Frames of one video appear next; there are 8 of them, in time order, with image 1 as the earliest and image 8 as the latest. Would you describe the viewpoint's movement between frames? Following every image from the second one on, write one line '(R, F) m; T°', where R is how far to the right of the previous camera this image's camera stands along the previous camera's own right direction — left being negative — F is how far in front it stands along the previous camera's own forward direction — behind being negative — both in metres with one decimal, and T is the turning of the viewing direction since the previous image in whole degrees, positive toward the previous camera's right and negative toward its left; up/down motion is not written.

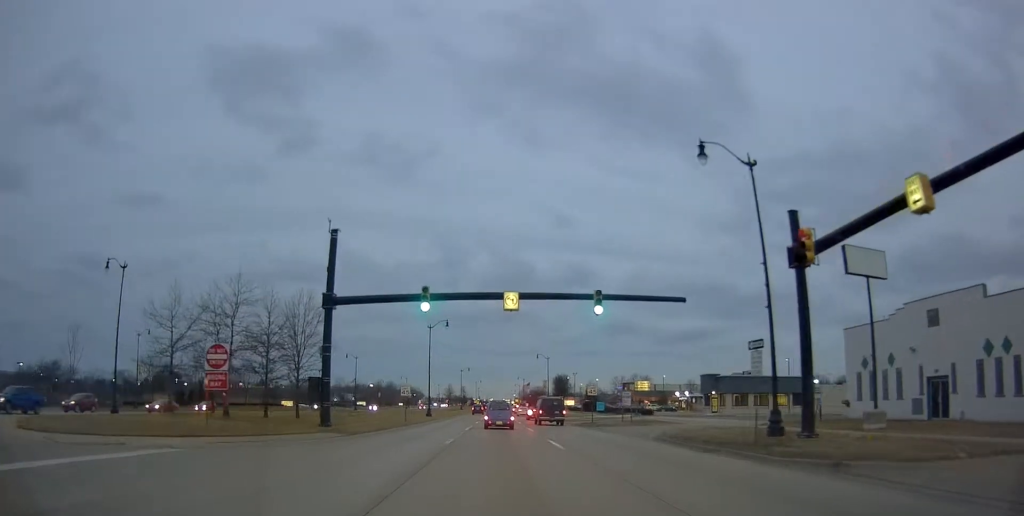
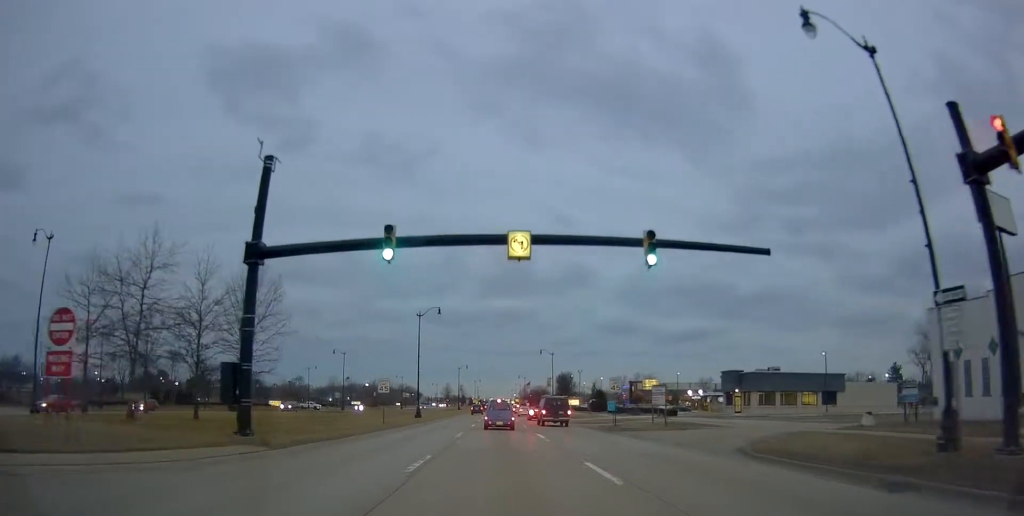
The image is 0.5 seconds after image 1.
(+0.1, +8.8) m; +1°
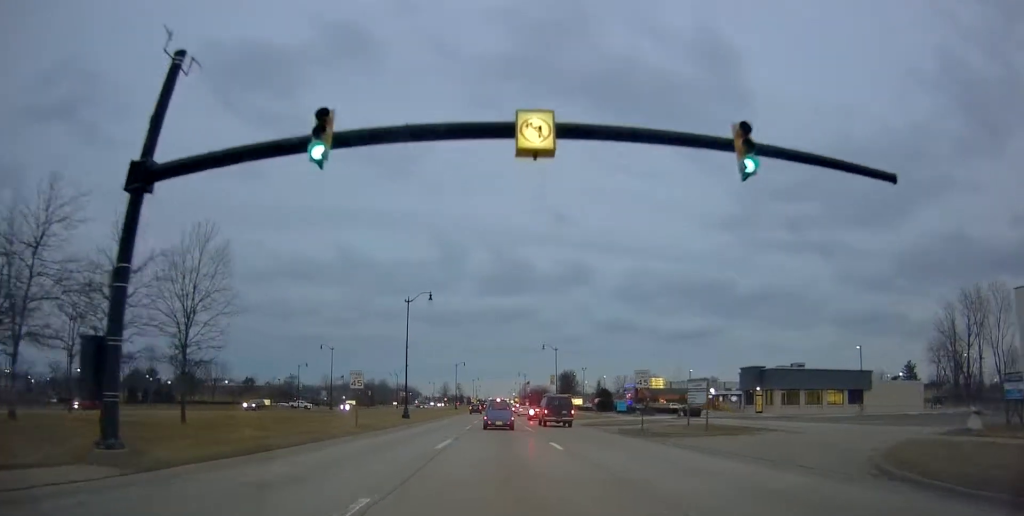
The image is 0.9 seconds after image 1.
(0.0, +6.9) m; -1°
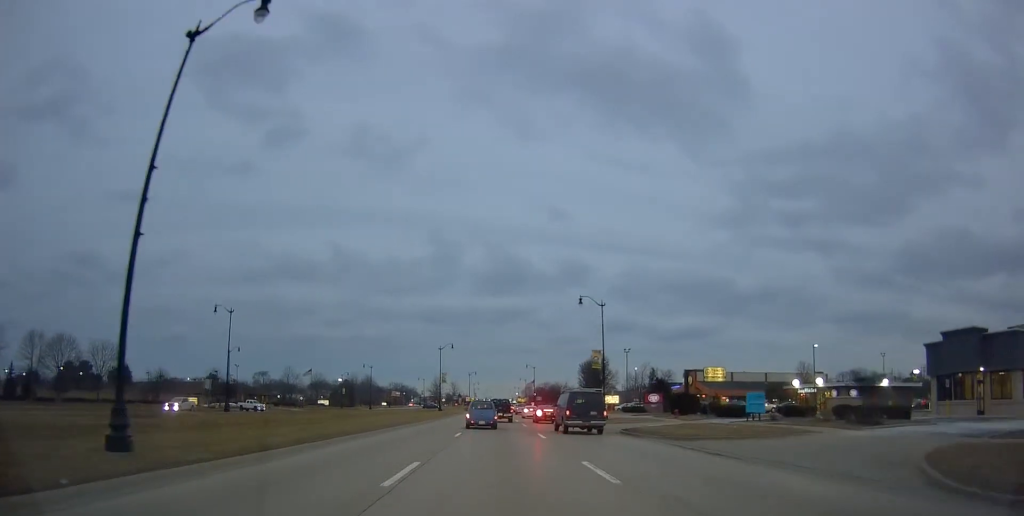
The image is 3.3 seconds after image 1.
(-0.9, +40.0) m; -1°
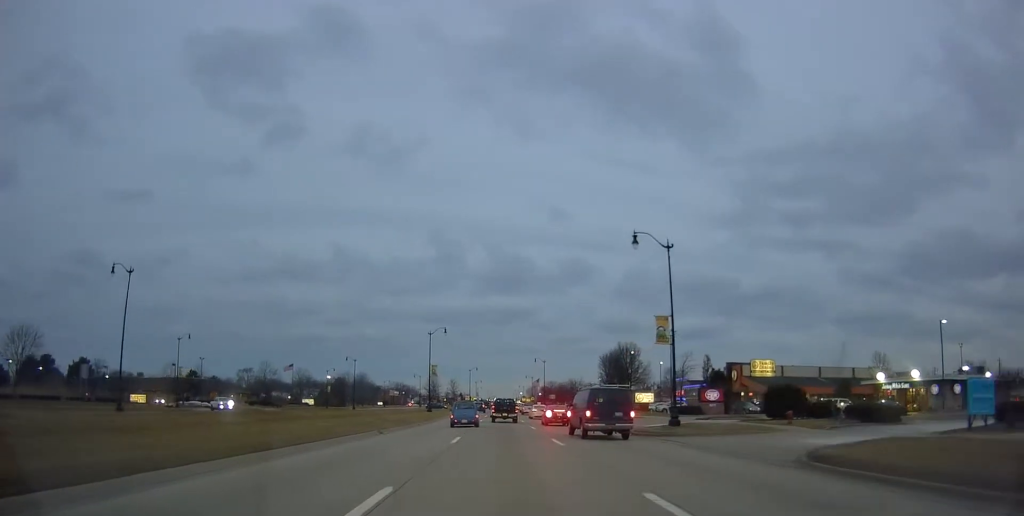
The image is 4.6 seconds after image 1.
(-0.2, +19.7) m; +1°
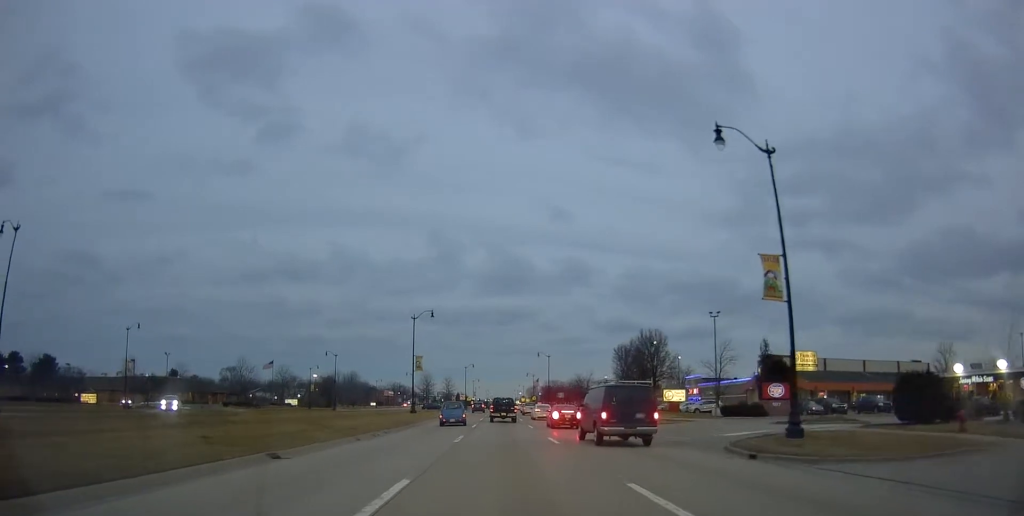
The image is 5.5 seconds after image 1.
(+0.3, +13.7) m; +1°
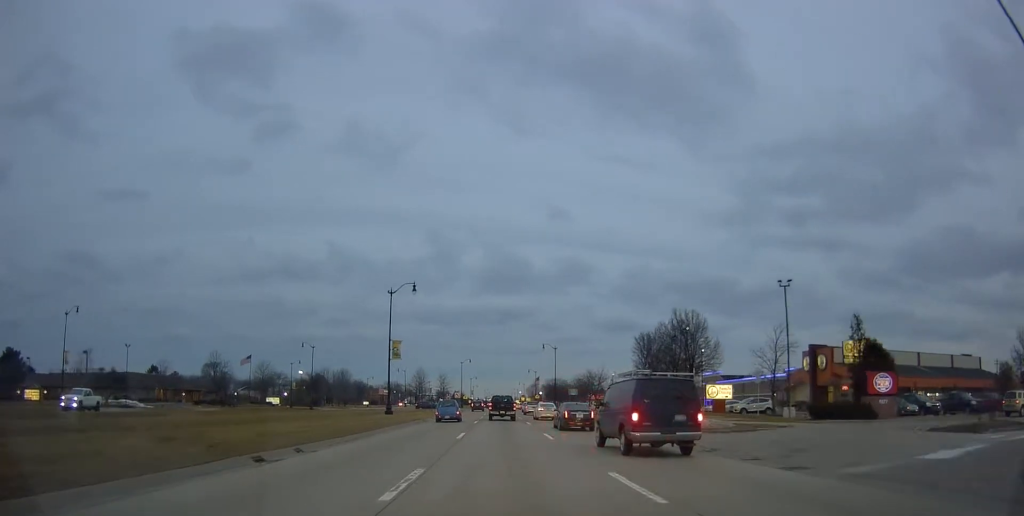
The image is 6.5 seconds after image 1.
(0.0, +13.2) m; -3°
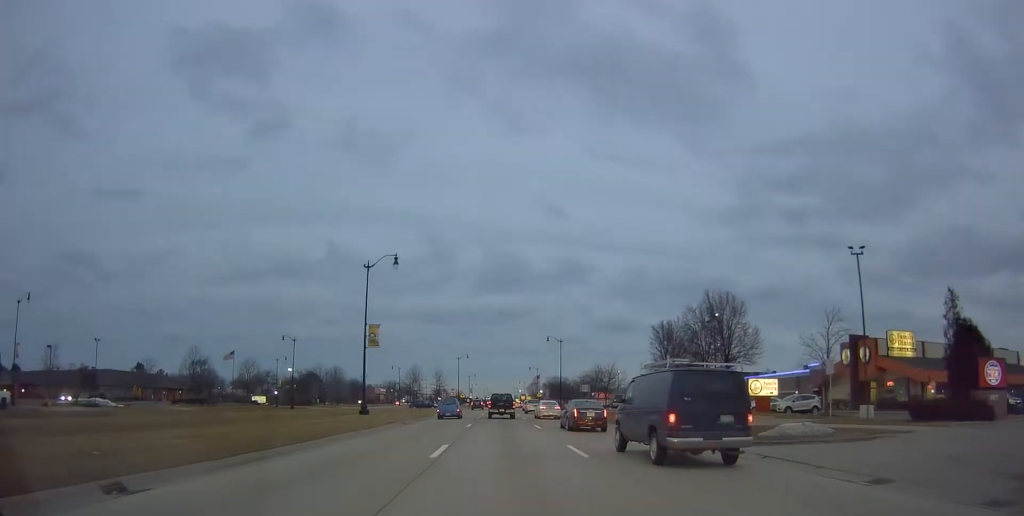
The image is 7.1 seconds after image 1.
(-0.5, +8.9) m; 0°
